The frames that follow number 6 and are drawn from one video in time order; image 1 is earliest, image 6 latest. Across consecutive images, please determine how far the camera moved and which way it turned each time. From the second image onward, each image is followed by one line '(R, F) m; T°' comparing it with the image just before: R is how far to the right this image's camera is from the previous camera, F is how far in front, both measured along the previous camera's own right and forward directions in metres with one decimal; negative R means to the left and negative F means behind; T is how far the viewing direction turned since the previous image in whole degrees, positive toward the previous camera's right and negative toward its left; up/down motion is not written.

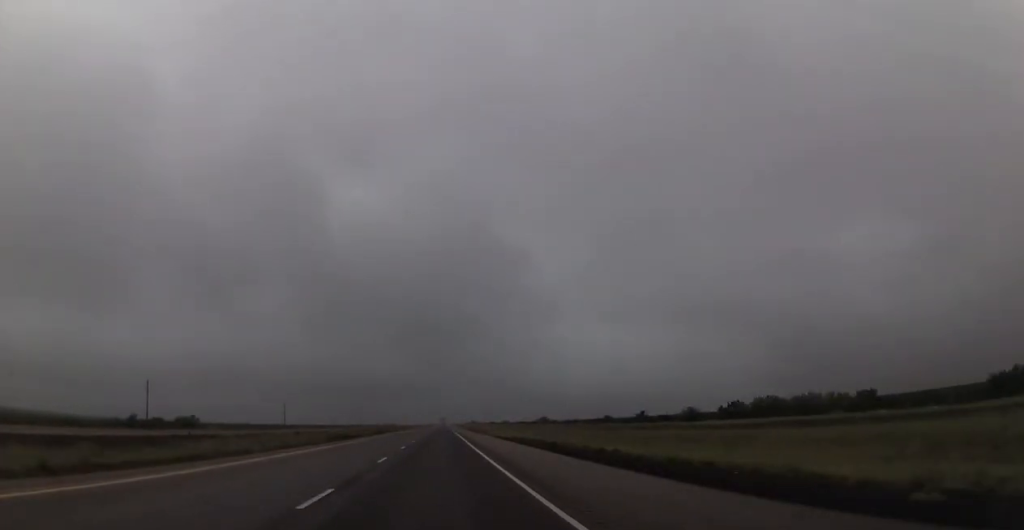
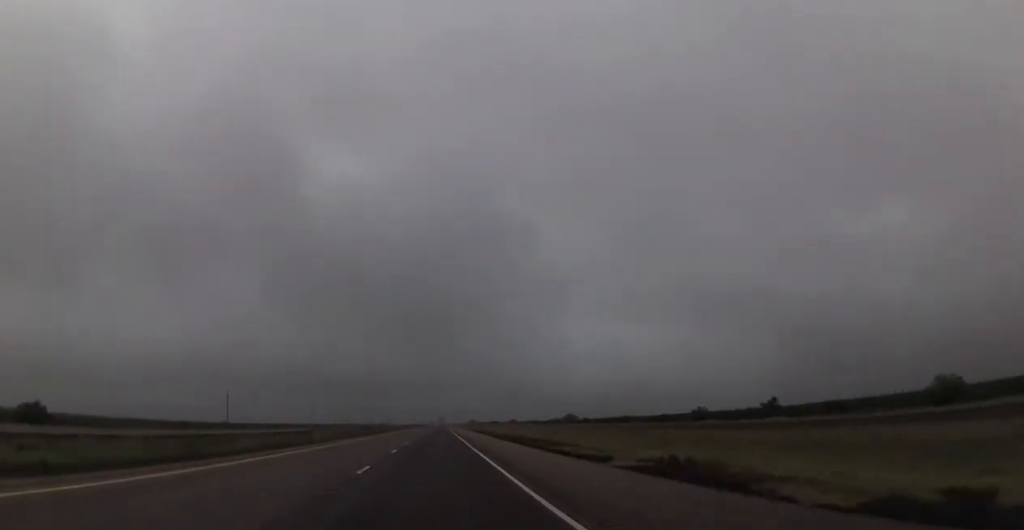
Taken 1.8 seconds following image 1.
(0.0, +66.4) m; 0°
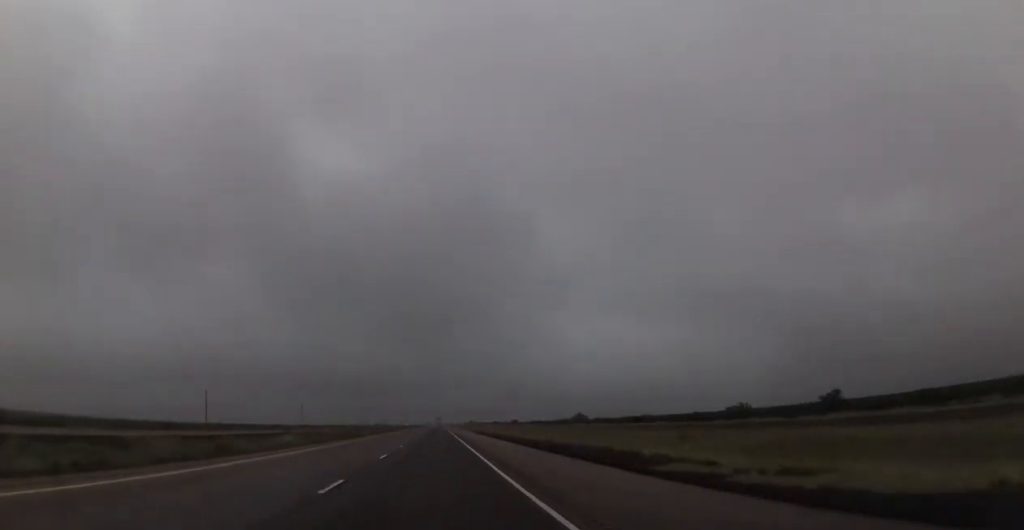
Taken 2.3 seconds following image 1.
(-0.2, +16.9) m; 0°
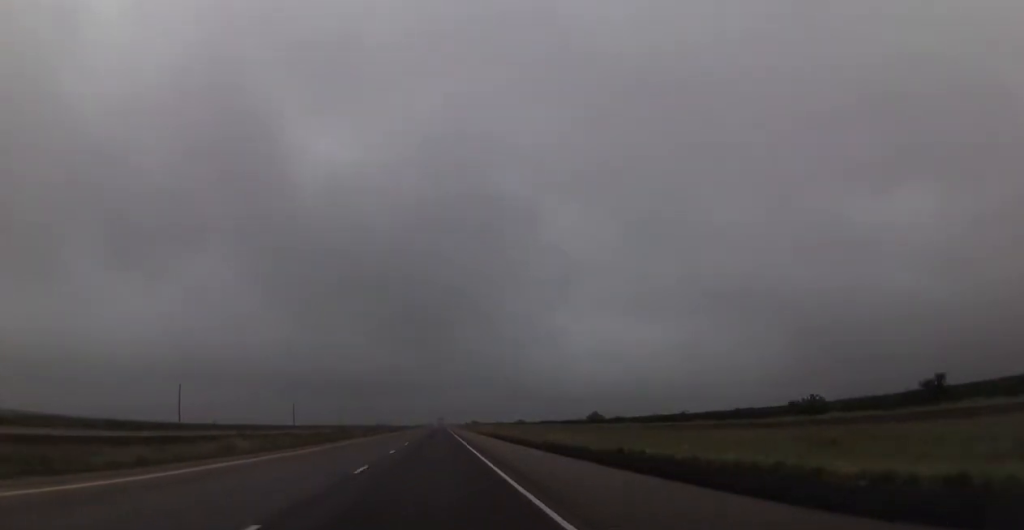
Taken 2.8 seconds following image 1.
(+0.2, +19.4) m; 0°
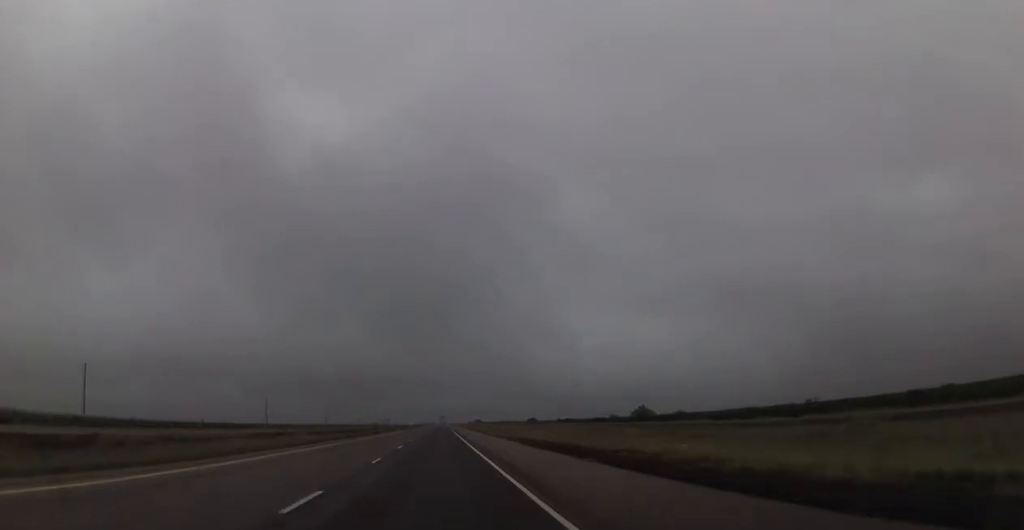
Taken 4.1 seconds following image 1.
(-0.1, +44.8) m; 0°
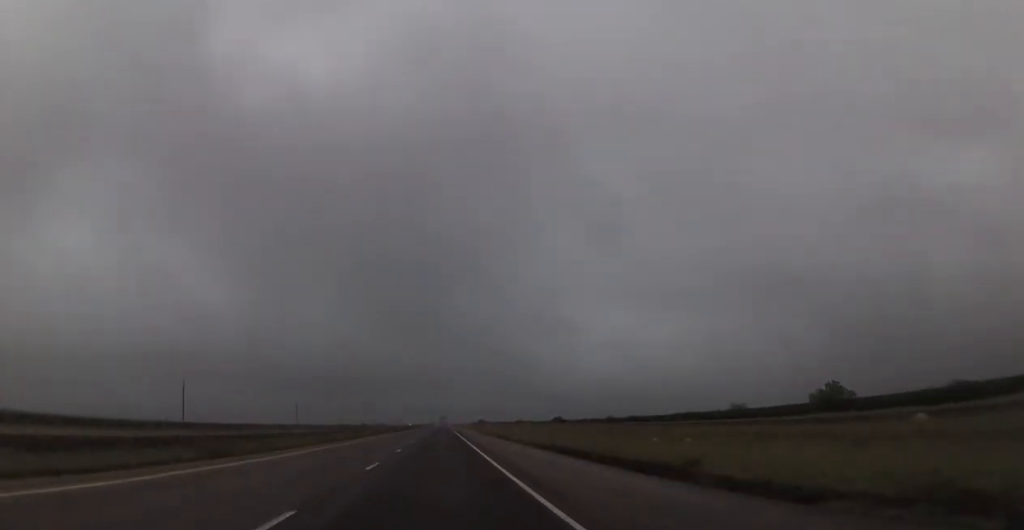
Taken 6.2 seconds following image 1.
(+0.2, +76.3) m; 0°
